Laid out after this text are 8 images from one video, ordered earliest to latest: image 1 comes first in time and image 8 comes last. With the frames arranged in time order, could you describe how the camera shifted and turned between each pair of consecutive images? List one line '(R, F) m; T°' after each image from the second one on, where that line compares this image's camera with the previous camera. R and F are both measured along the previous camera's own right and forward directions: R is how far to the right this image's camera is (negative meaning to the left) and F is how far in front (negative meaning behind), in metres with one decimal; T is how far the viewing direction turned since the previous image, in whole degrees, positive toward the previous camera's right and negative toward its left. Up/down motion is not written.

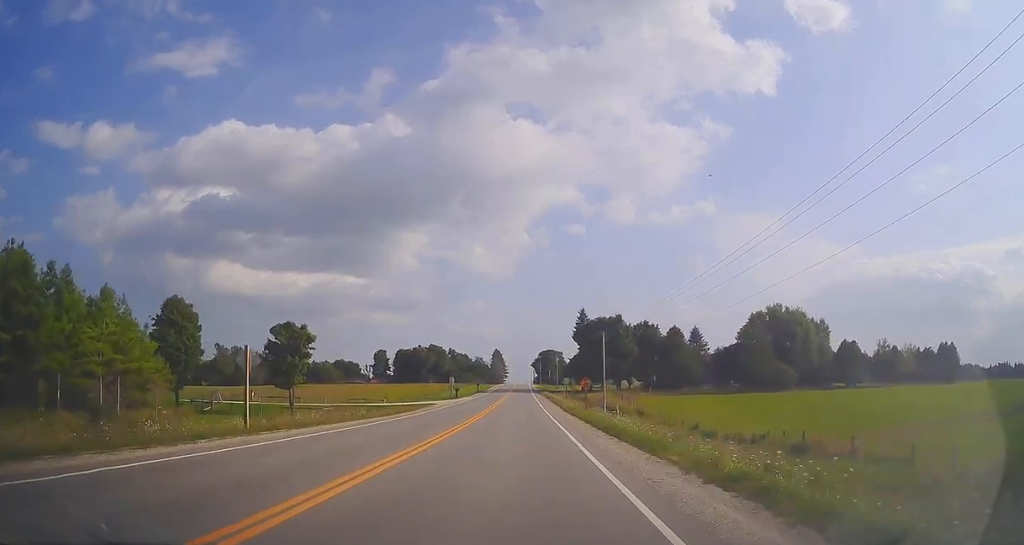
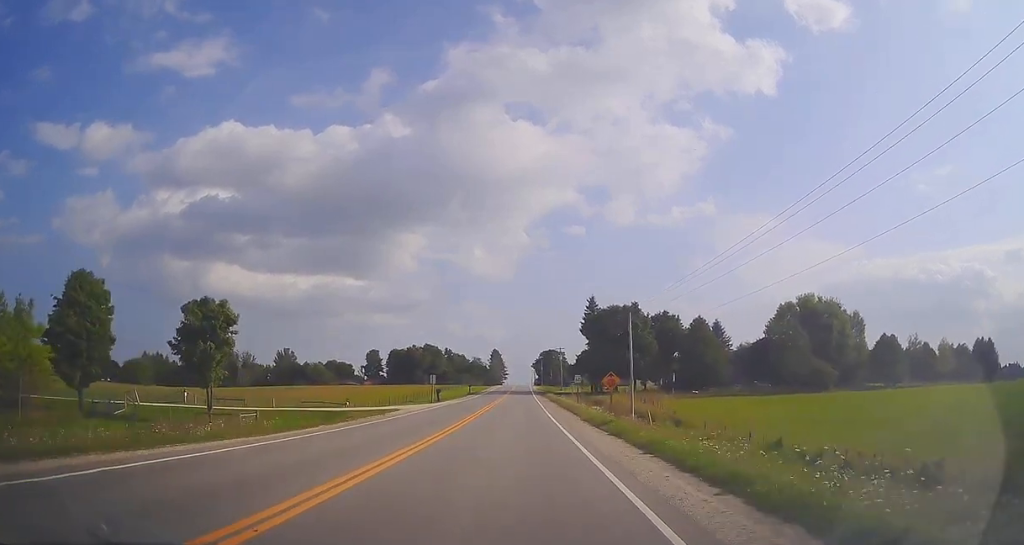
(+0.1, +15.1) m; +1°
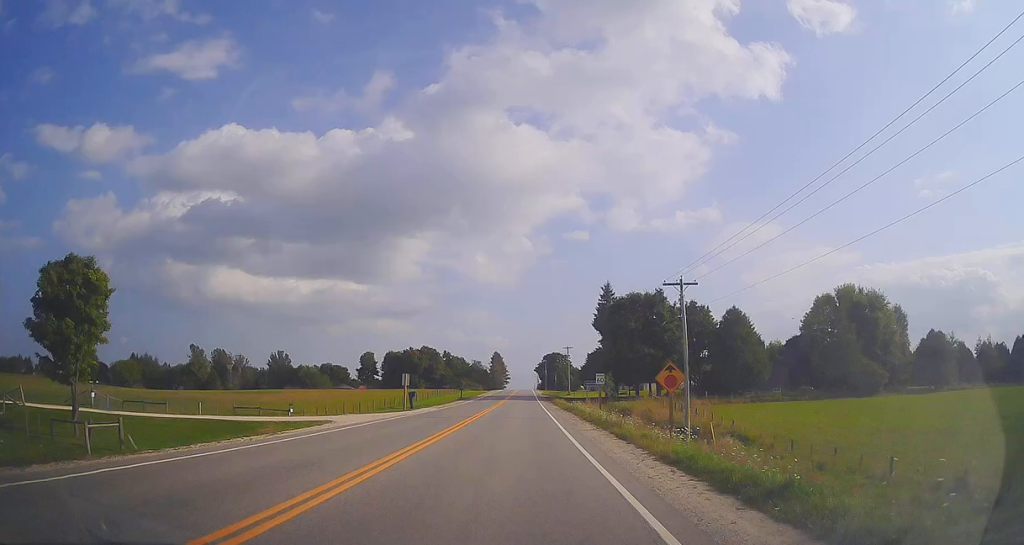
(+0.1, +14.5) m; 0°
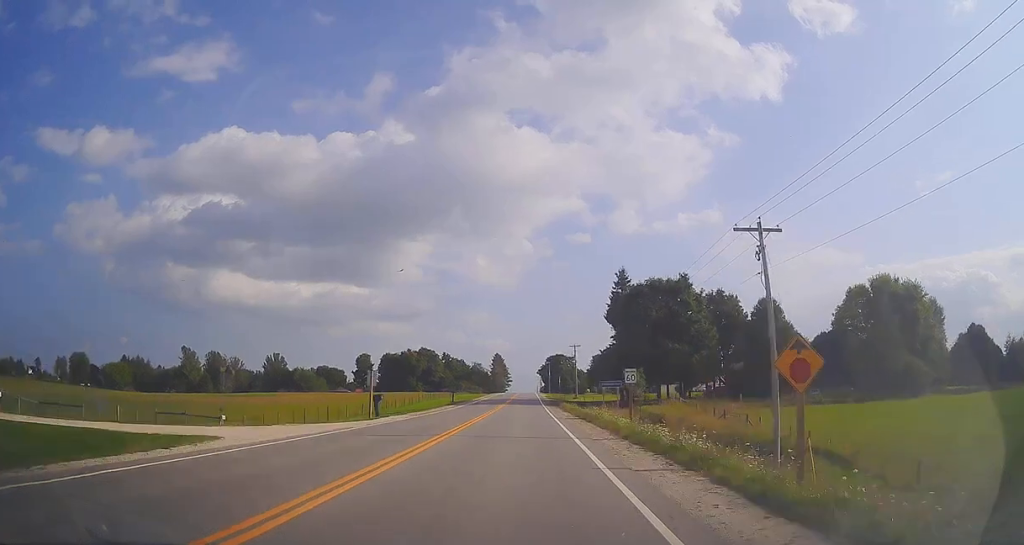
(0.0, +10.3) m; 0°
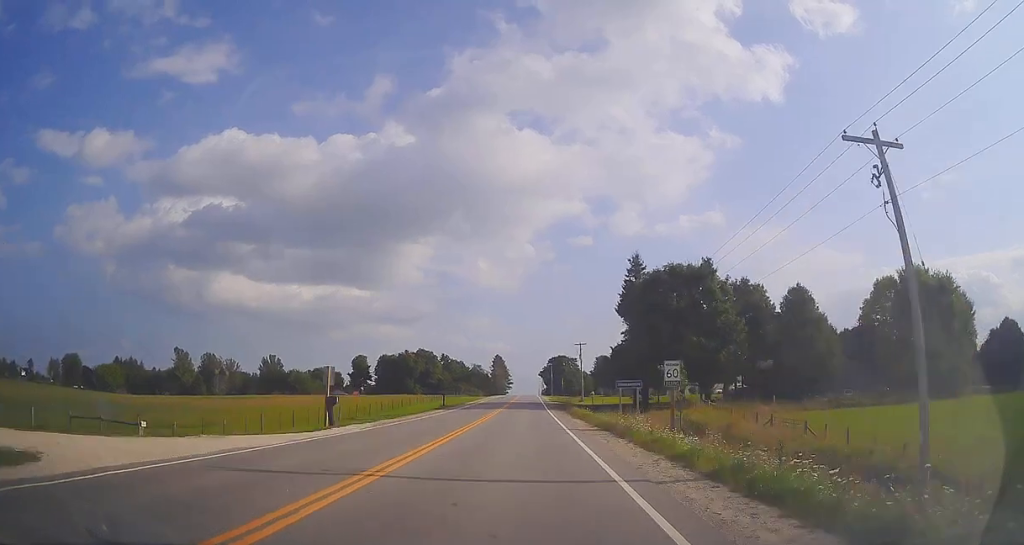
(0.0, +7.8) m; 0°
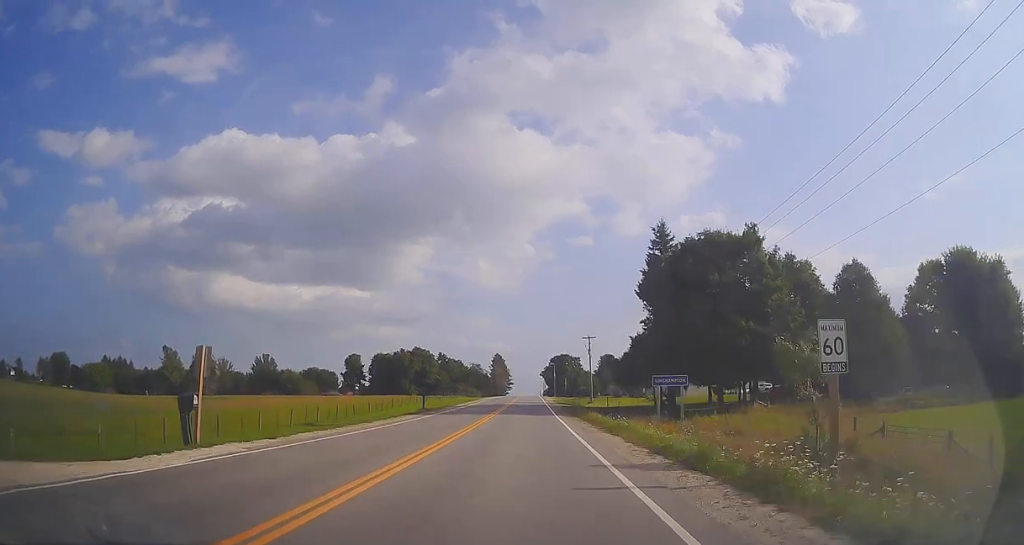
(0.0, +11.4) m; 0°
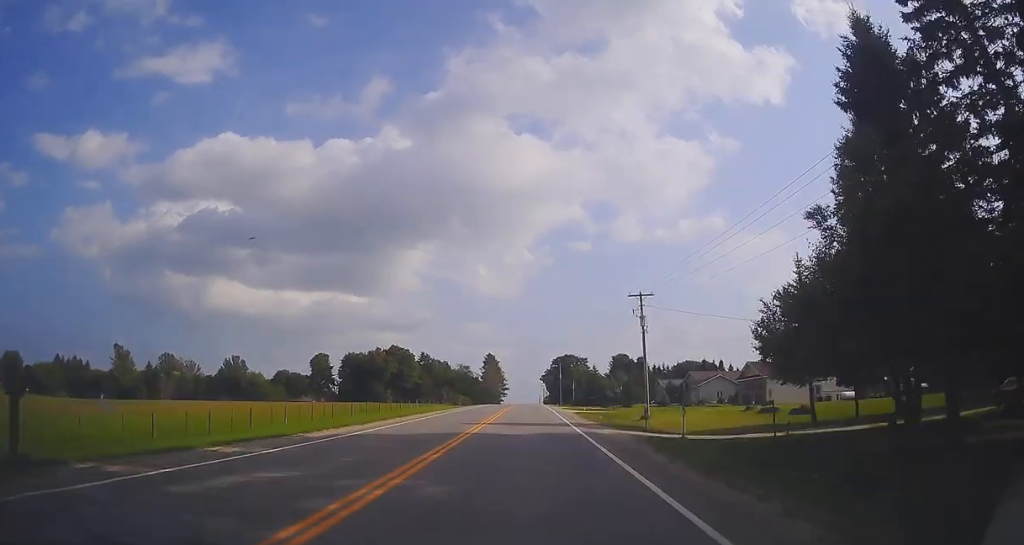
(-0.8, +36.6) m; -1°
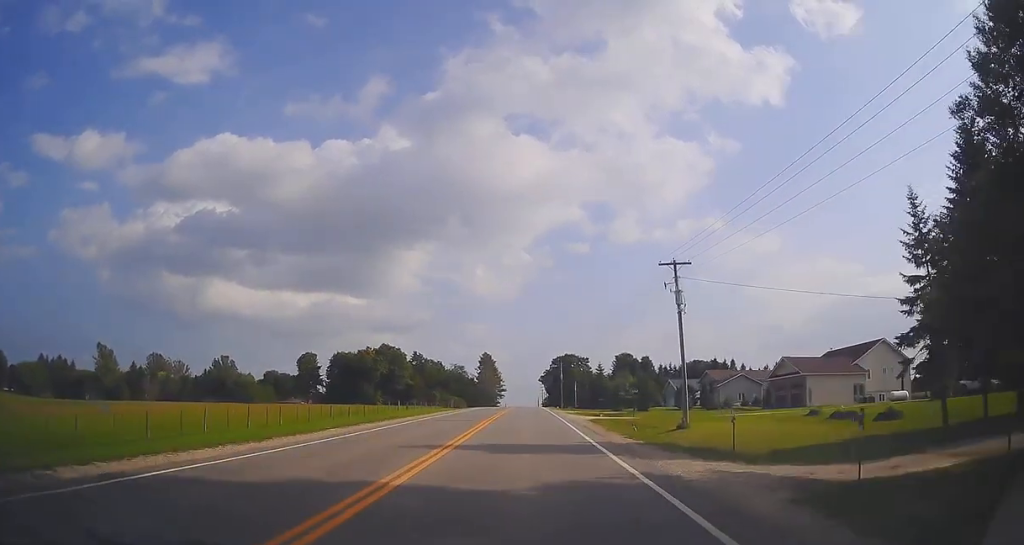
(+0.2, +10.3) m; 0°
